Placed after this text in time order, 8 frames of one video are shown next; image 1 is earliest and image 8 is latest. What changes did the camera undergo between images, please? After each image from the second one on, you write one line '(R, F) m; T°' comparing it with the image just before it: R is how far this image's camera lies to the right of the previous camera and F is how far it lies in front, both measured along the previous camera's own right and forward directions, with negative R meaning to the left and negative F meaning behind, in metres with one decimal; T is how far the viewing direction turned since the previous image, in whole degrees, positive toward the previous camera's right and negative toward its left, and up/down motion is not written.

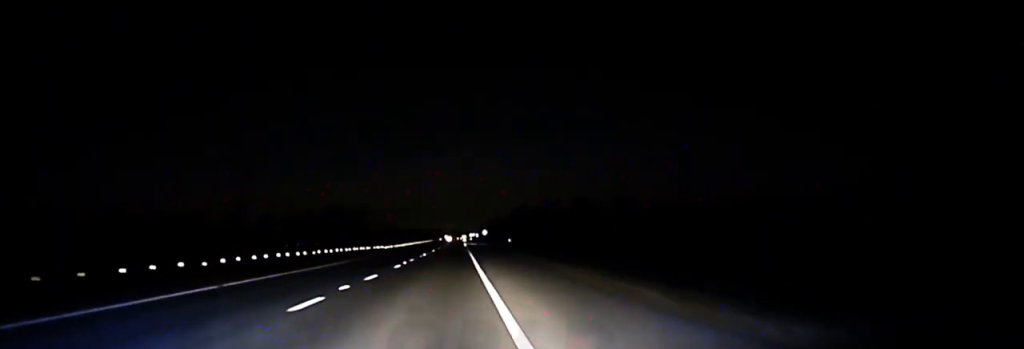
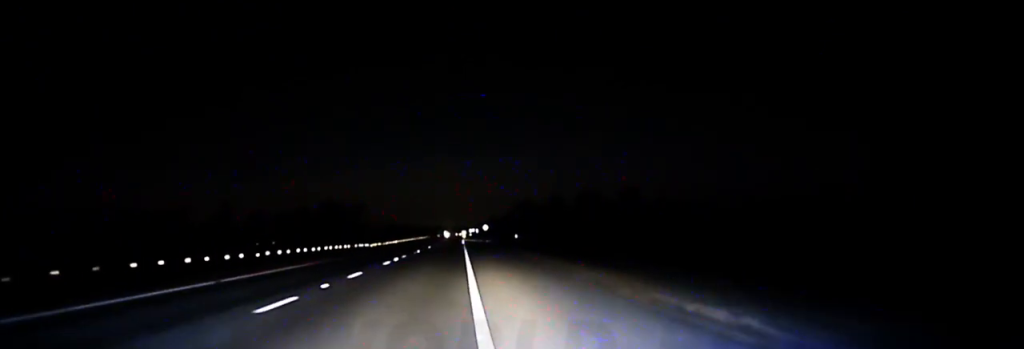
(+0.3, +25.5) m; +1°
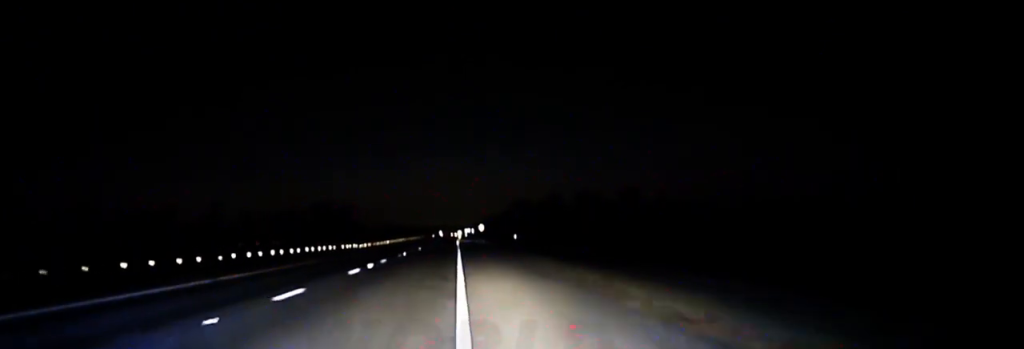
(0.0, +9.4) m; 0°
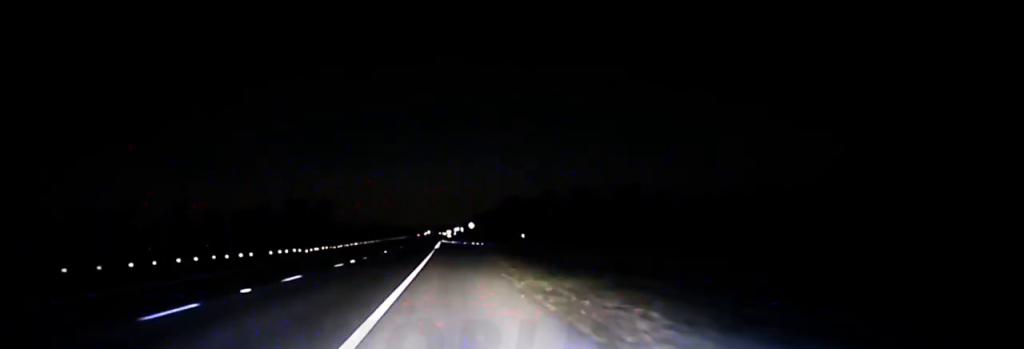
(+0.2, +35.6) m; 0°
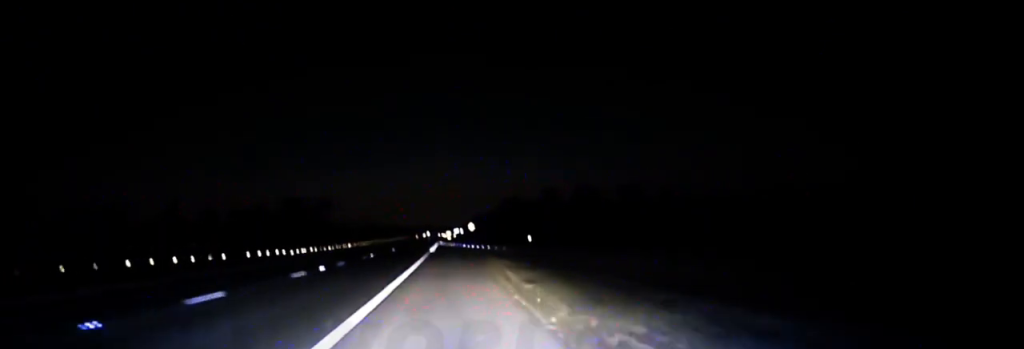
(0.0, +7.8) m; 0°
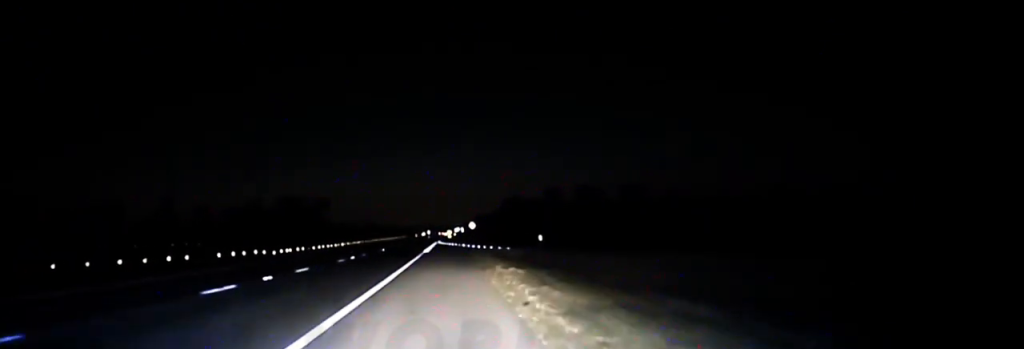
(-0.1, +8.7) m; 0°
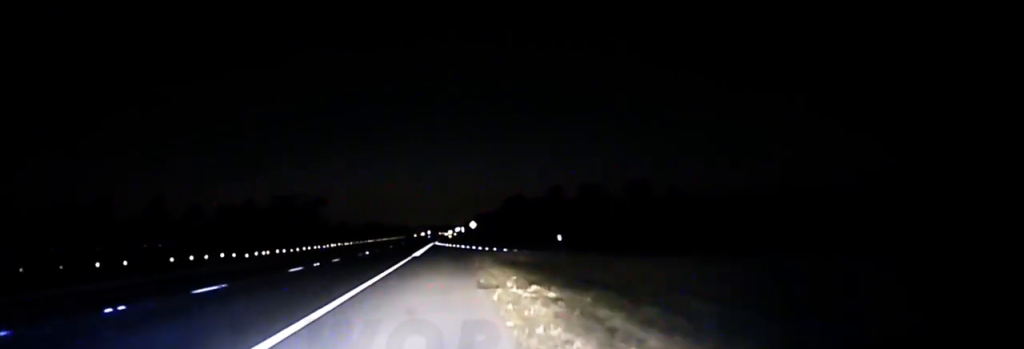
(+0.2, +10.0) m; -1°
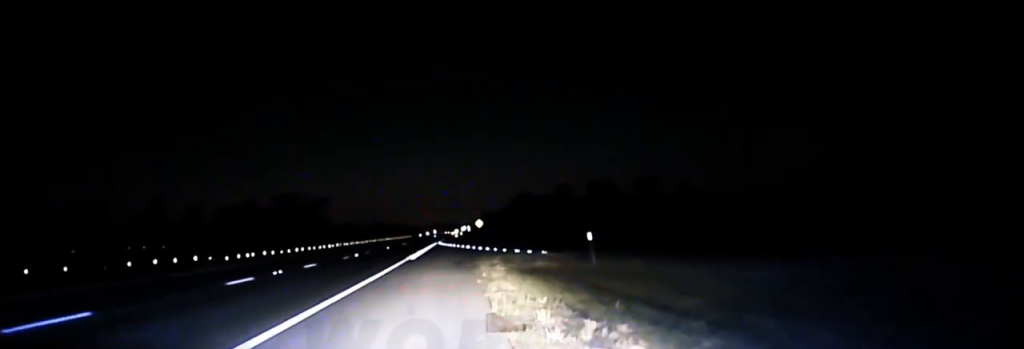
(-0.3, +7.5) m; -1°
